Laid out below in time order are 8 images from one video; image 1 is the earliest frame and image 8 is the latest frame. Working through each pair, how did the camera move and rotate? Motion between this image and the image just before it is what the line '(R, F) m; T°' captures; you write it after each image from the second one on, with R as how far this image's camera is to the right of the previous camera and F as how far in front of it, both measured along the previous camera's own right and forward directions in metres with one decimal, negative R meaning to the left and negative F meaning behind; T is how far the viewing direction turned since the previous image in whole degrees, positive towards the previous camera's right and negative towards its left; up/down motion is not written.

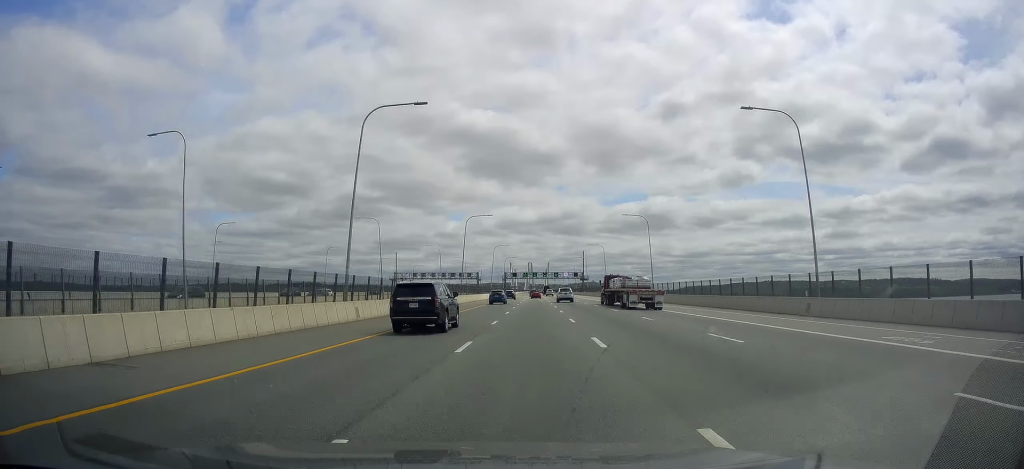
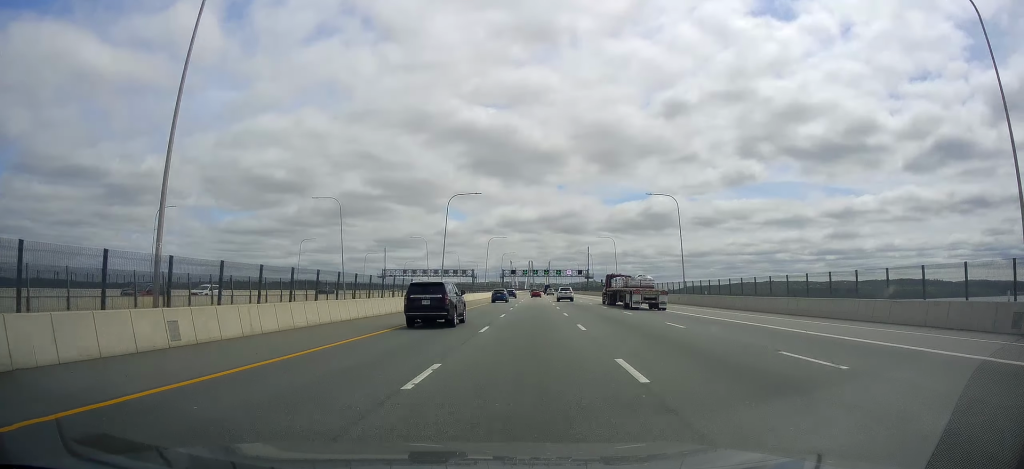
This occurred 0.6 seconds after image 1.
(0.0, +17.8) m; 0°
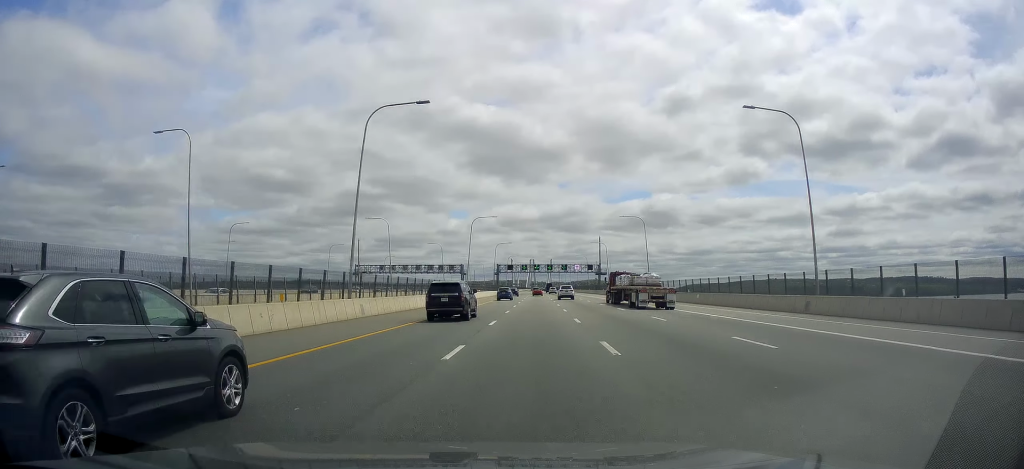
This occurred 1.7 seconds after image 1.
(0.0, +32.8) m; -1°
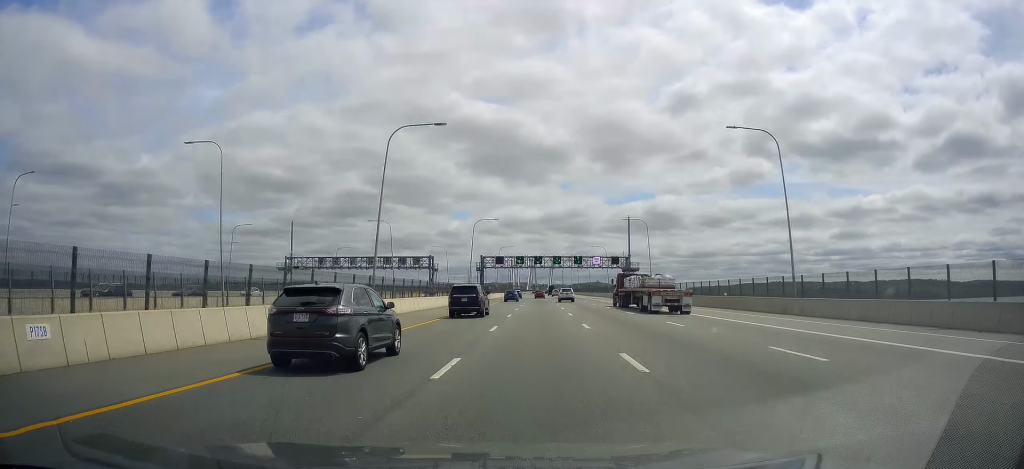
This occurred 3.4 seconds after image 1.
(-0.1, +50.6) m; +1°
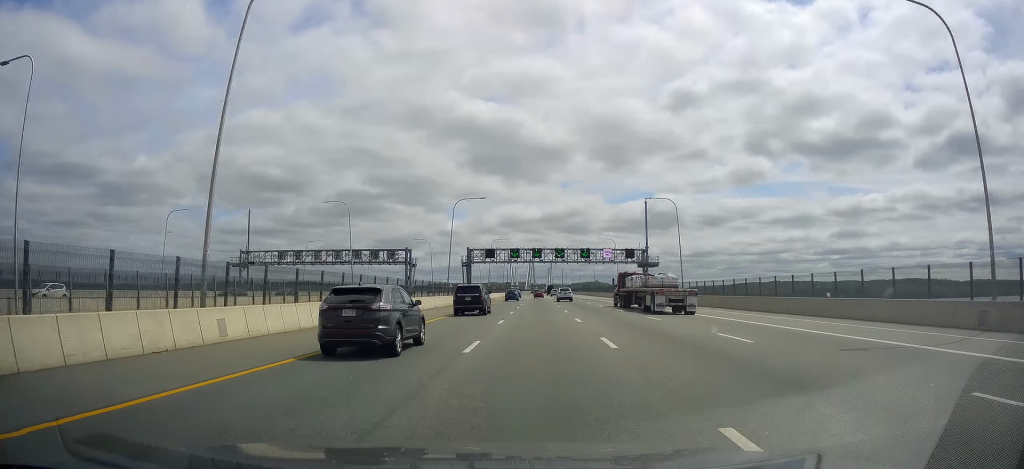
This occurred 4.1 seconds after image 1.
(+0.1, +19.9) m; 0°
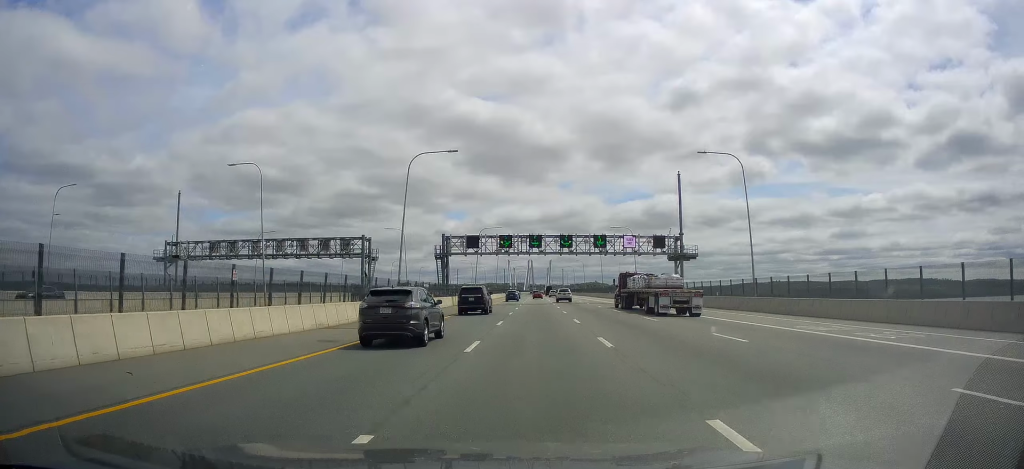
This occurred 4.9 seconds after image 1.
(0.0, +23.8) m; 0°
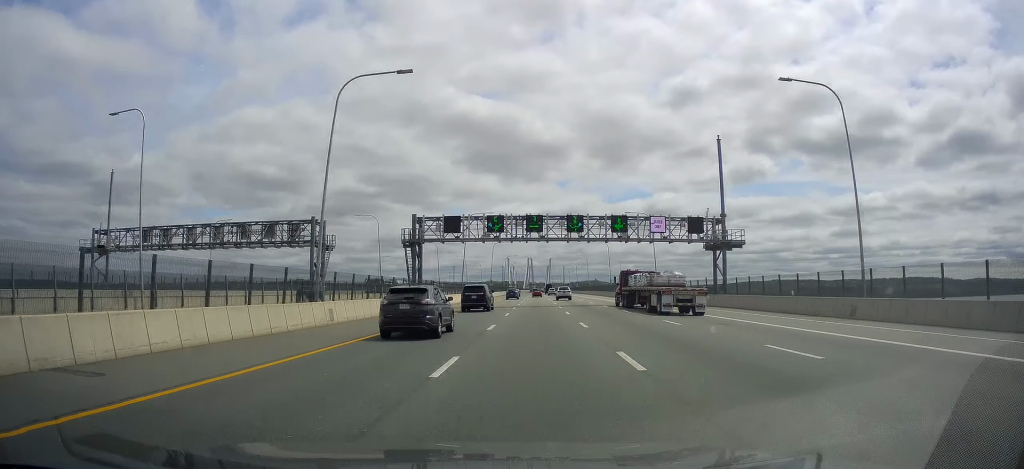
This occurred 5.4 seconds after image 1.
(0.0, +16.9) m; 0°
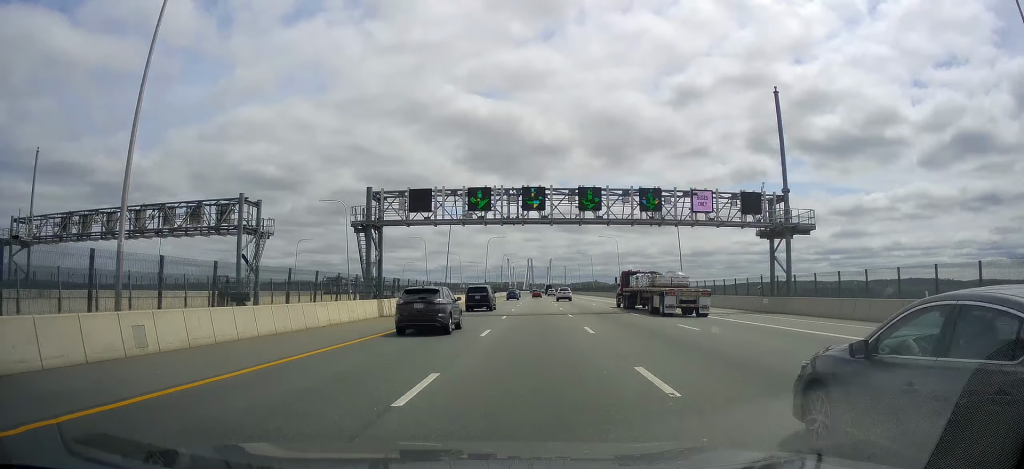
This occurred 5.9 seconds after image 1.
(0.0, +14.9) m; 0°
